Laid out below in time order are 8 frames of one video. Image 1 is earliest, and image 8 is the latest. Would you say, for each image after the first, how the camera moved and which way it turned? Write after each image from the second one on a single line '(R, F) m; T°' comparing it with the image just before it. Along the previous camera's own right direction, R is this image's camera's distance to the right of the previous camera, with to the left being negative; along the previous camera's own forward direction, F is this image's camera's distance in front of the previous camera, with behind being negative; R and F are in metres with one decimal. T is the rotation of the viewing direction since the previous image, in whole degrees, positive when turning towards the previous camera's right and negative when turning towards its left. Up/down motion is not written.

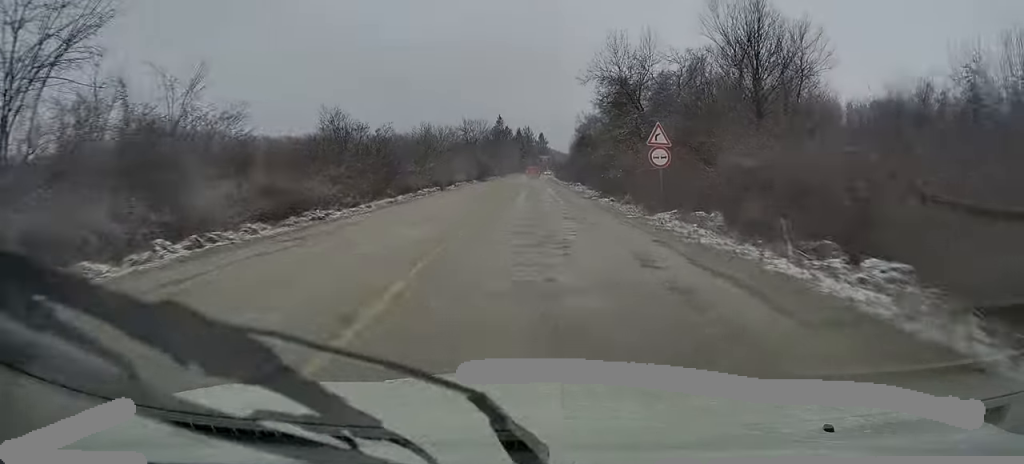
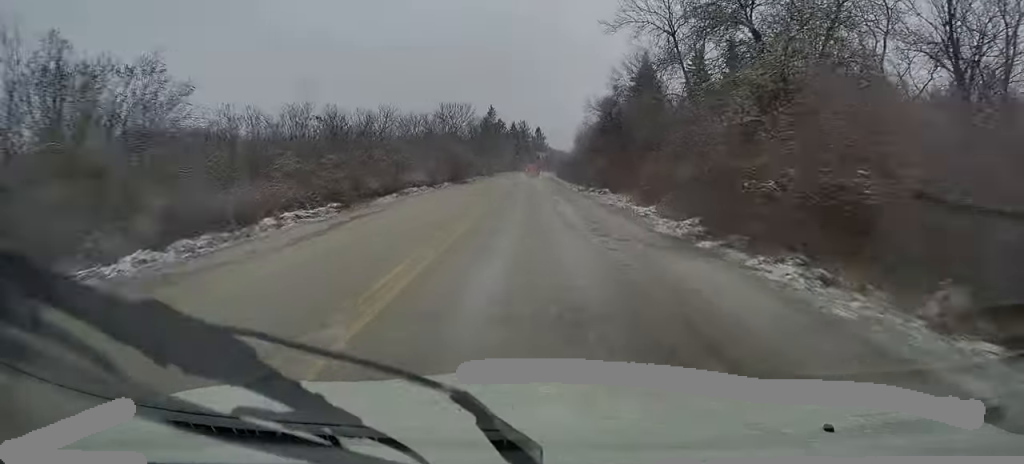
(-0.1, +22.3) m; 0°
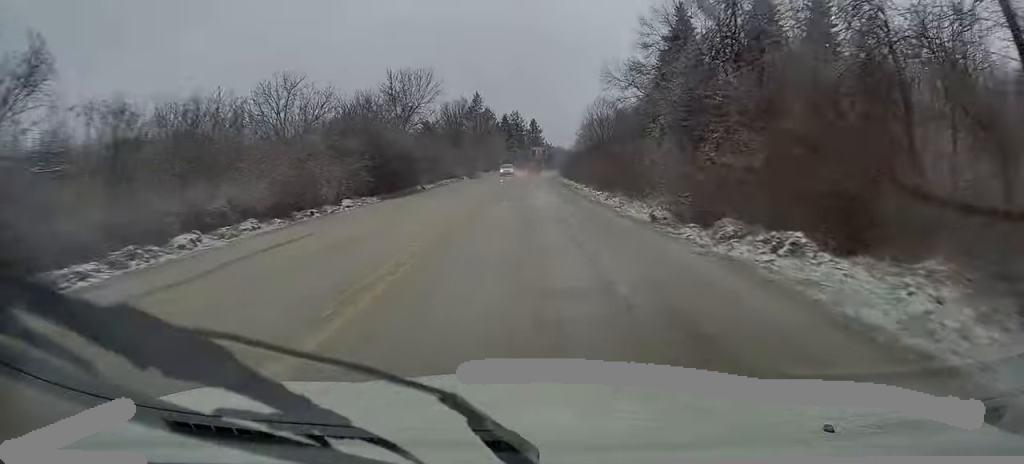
(+0.1, +25.4) m; 0°
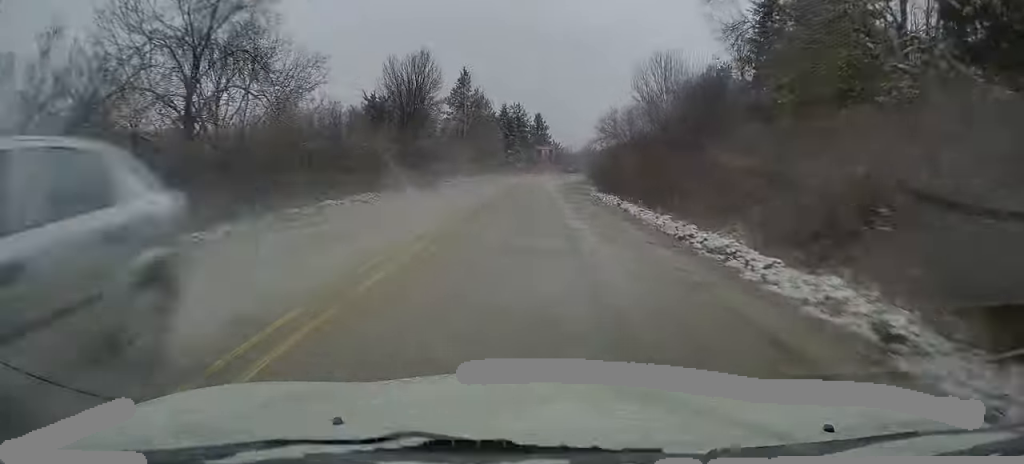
(-0.1, +32.7) m; 0°
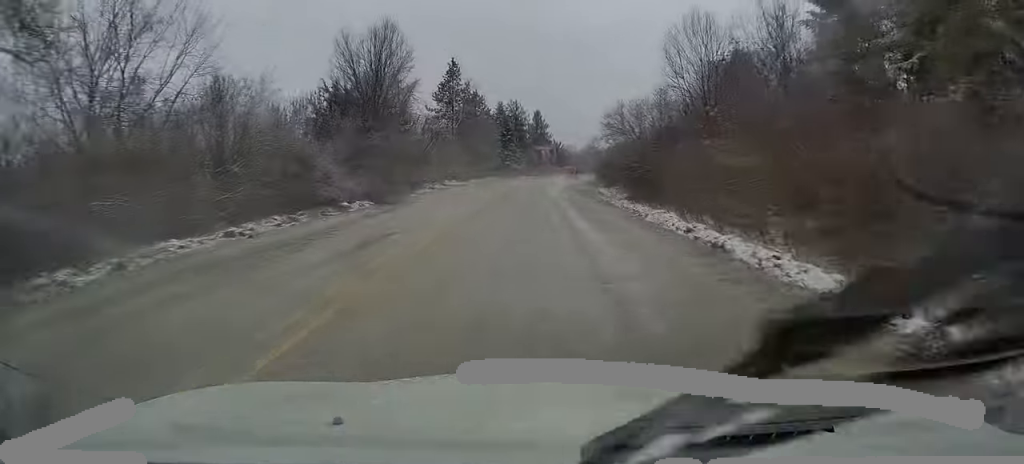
(0.0, +10.7) m; 0°
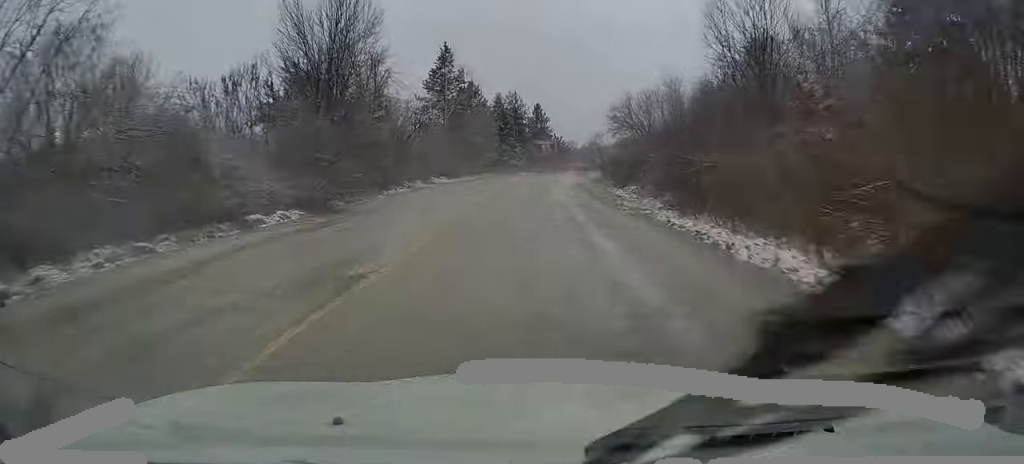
(+0.1, +7.8) m; 0°
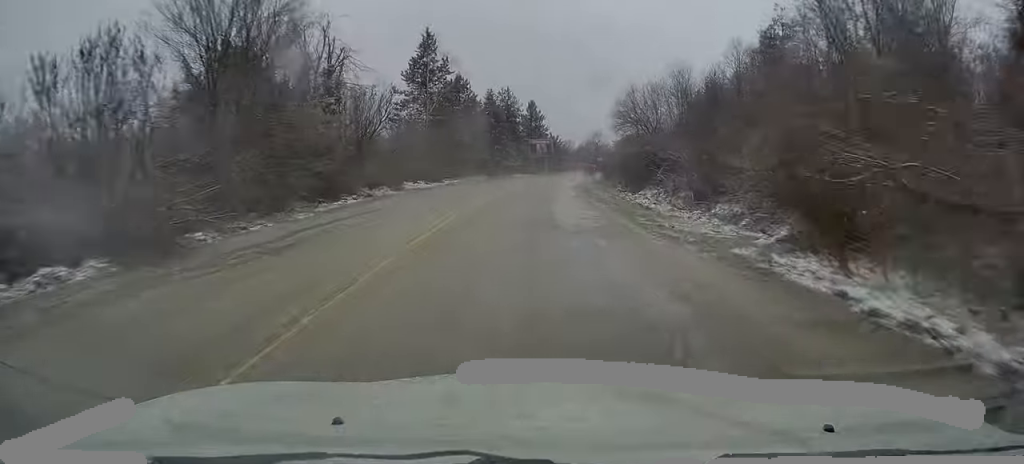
(0.0, +8.9) m; 0°
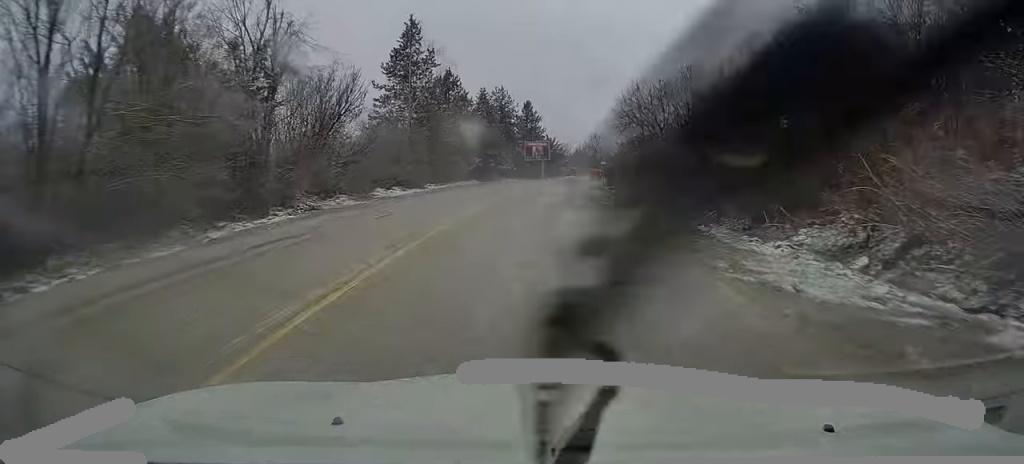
(0.0, +7.3) m; 0°
